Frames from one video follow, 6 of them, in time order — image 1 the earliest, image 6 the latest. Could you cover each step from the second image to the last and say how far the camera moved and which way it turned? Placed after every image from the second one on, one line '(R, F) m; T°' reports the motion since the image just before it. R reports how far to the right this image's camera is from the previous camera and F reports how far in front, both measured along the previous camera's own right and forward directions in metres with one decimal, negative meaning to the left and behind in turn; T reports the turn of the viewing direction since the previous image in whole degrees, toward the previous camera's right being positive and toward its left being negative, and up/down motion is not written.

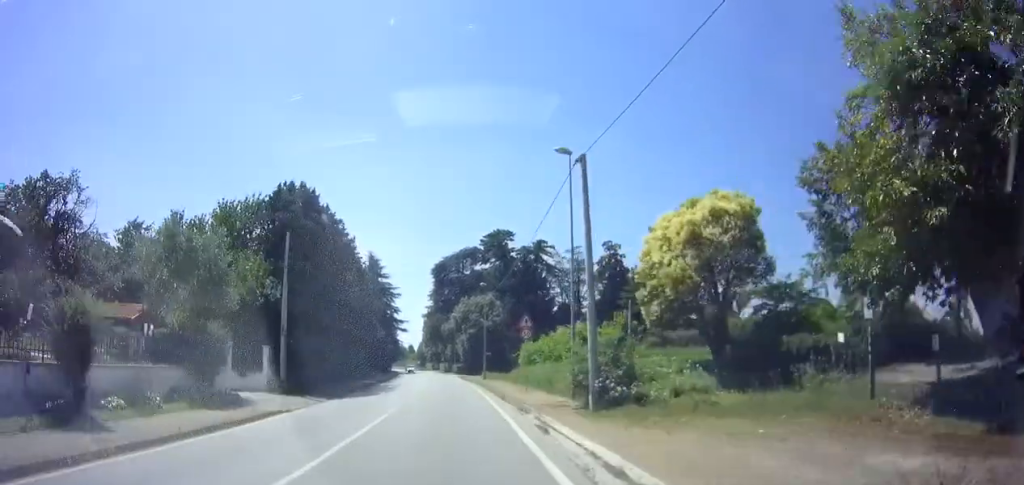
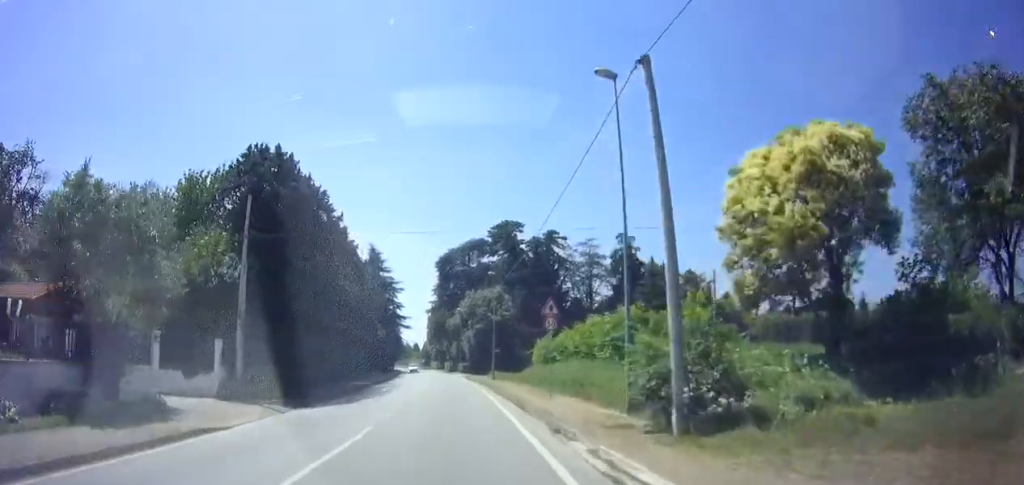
(0.0, +5.7) m; 0°
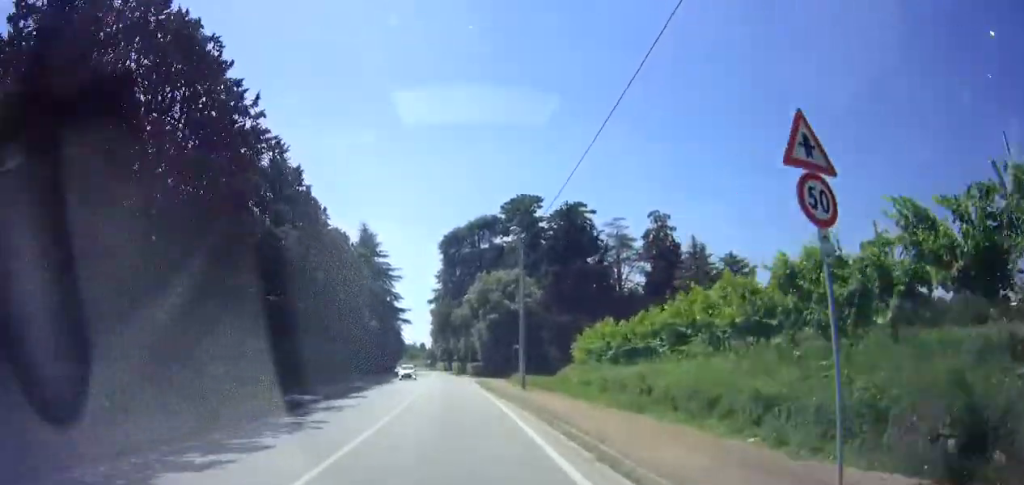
(-0.1, +15.4) m; -2°
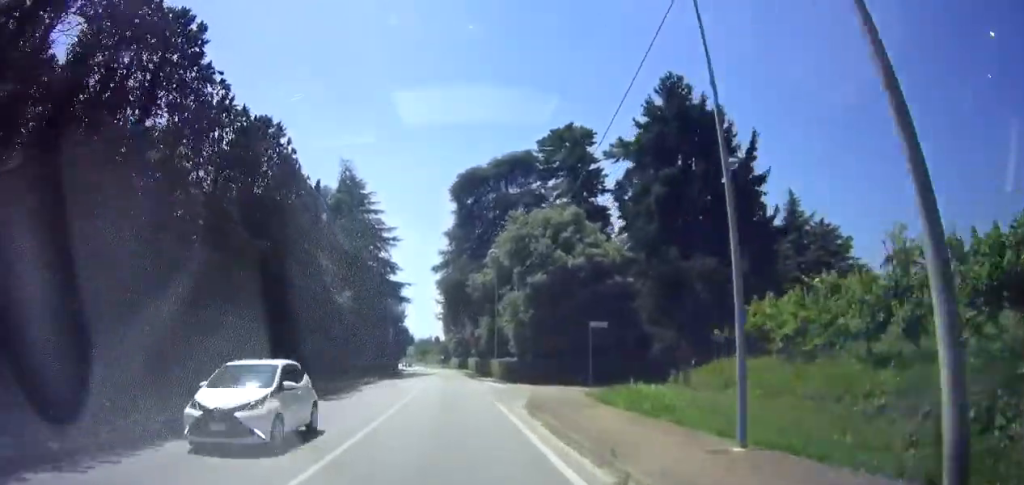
(-0.6, +24.1) m; -1°
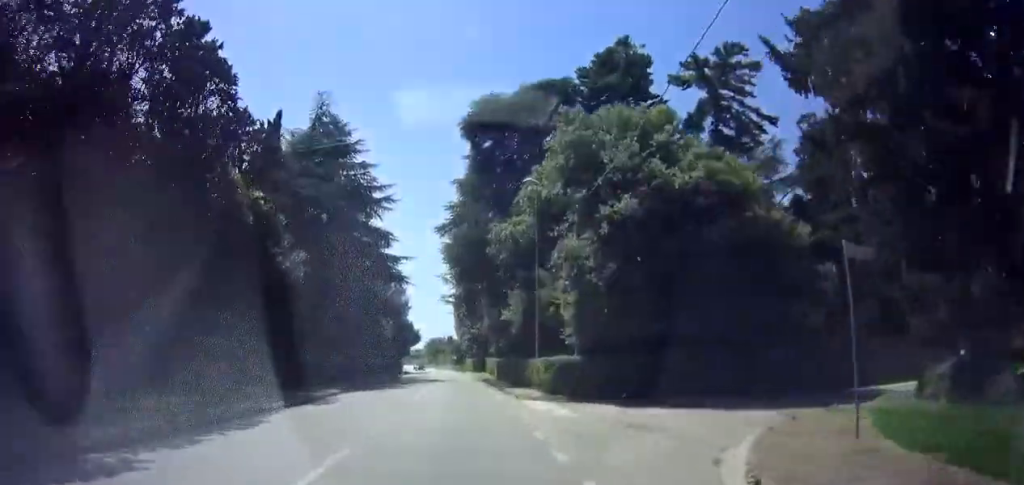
(0.0, +15.4) m; 0°
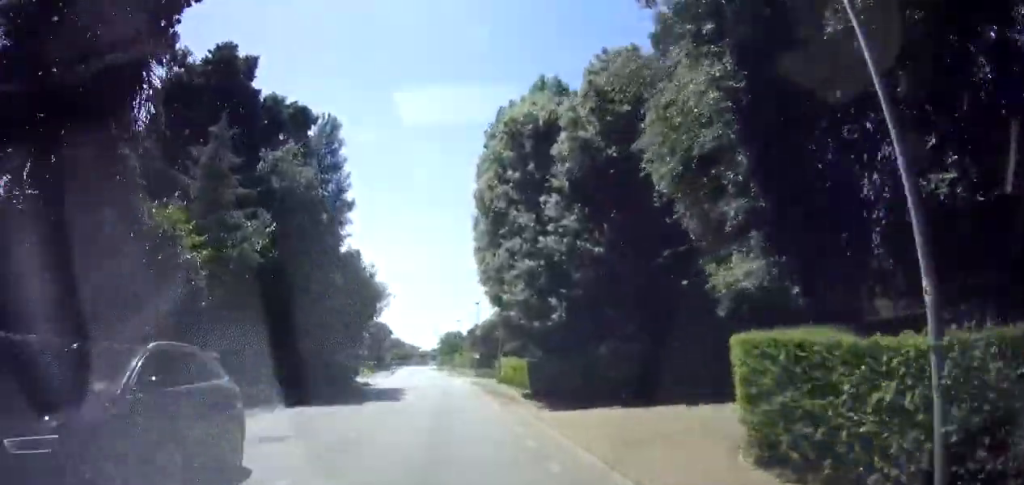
(-2.0, +48.6) m; -4°
